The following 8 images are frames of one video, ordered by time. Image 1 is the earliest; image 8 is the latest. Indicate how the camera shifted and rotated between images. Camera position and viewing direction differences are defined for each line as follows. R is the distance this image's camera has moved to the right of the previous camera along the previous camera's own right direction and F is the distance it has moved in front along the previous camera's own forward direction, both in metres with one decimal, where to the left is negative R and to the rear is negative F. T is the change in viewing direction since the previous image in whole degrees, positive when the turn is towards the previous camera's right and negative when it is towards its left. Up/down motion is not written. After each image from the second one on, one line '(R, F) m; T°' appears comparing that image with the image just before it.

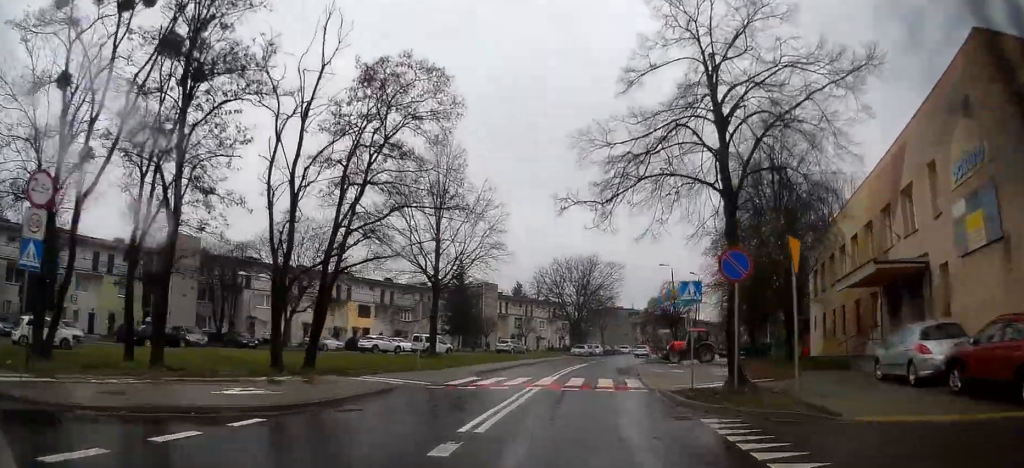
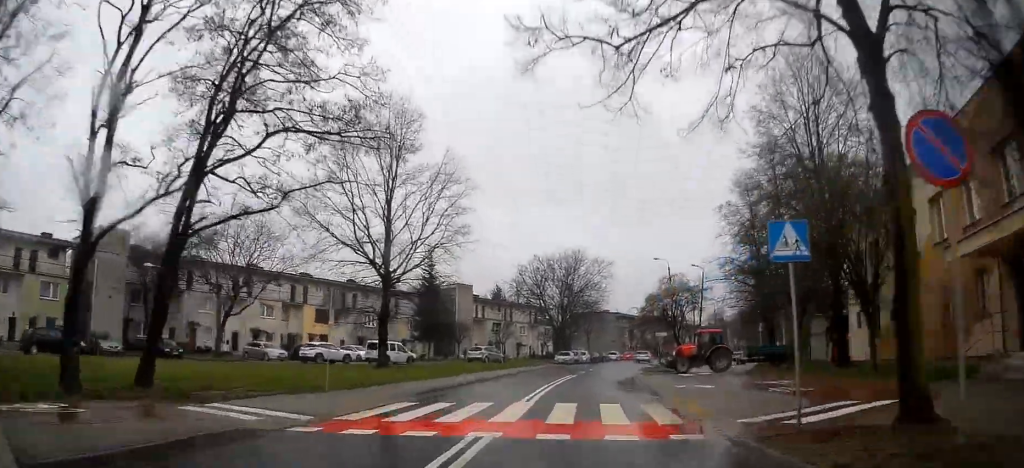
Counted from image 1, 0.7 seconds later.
(+0.1, +9.0) m; +1°
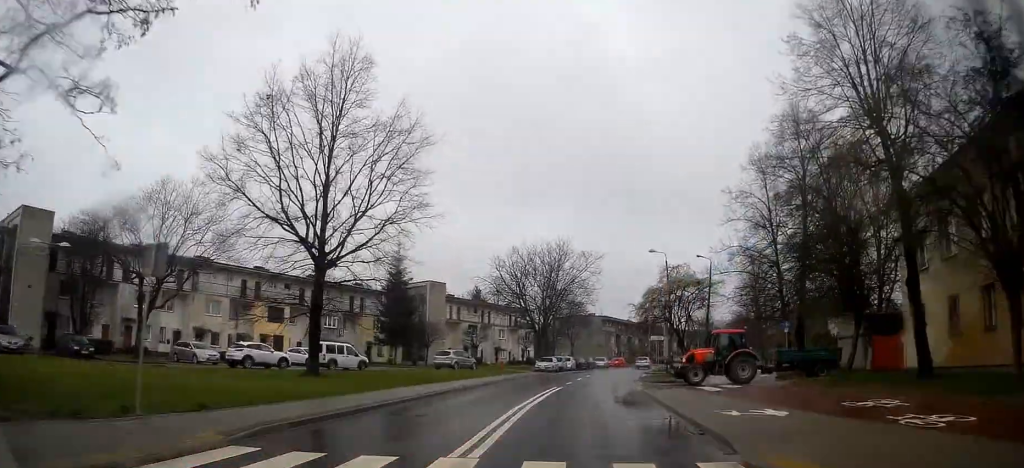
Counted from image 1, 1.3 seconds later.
(+0.1, +8.1) m; +2°
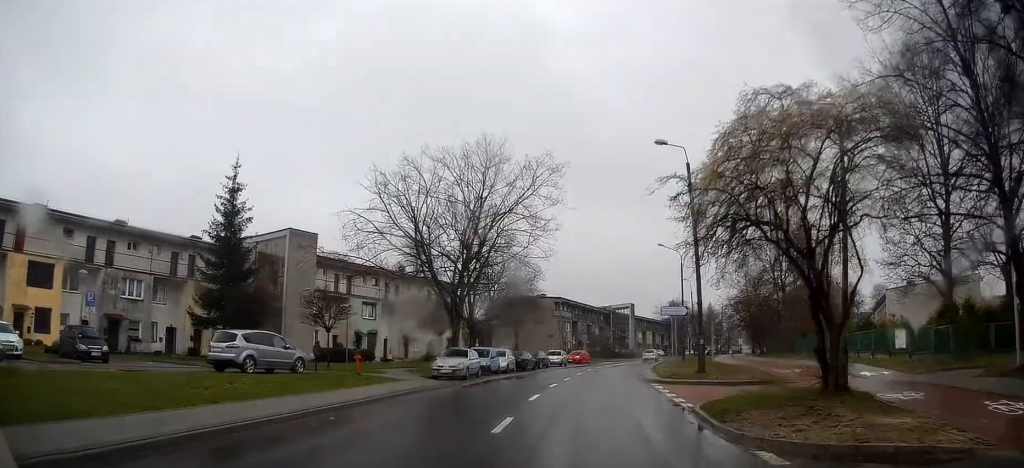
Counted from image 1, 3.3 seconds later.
(+1.2, +27.8) m; +5°
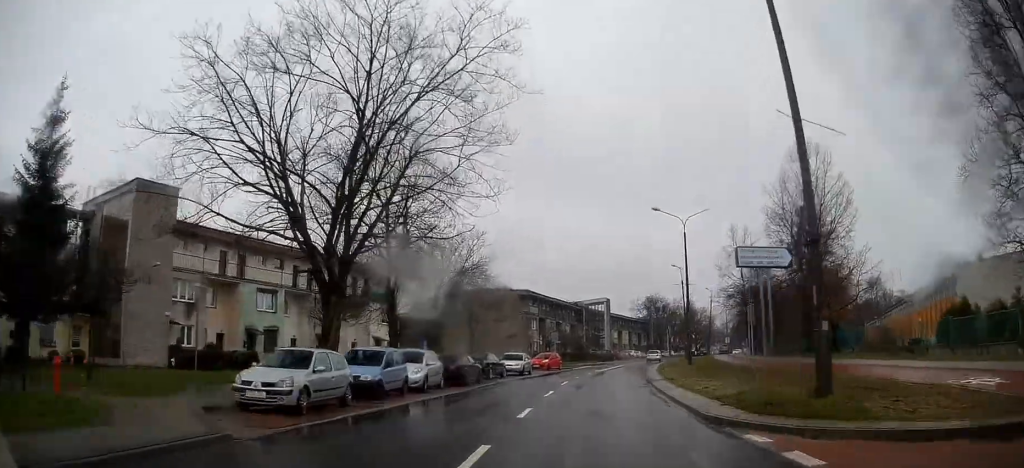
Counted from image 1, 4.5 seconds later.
(+0.5, +16.0) m; +3°
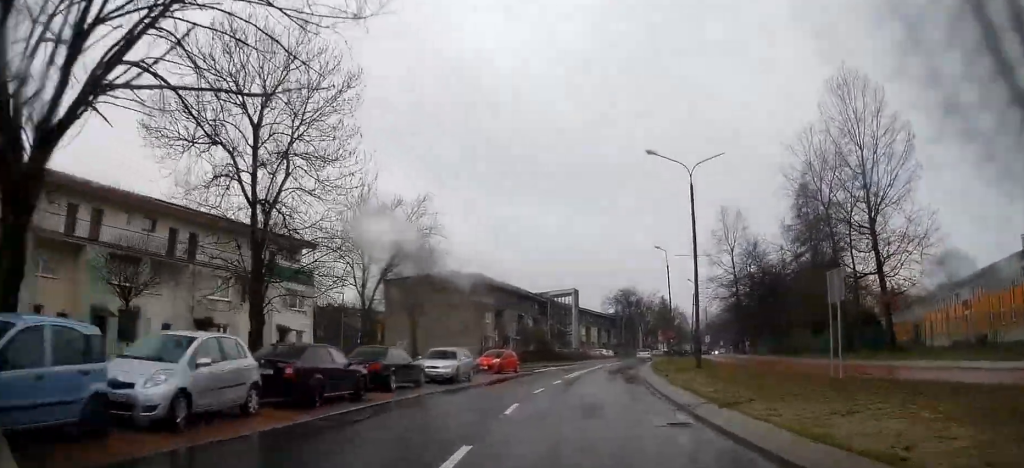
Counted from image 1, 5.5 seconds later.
(+0.3, +13.1) m; +3°
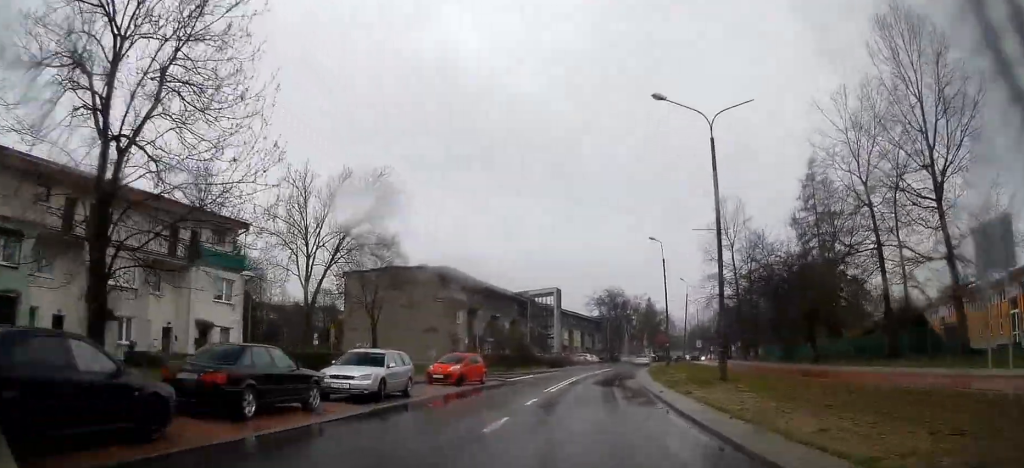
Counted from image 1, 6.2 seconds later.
(+0.2, +8.2) m; +2°
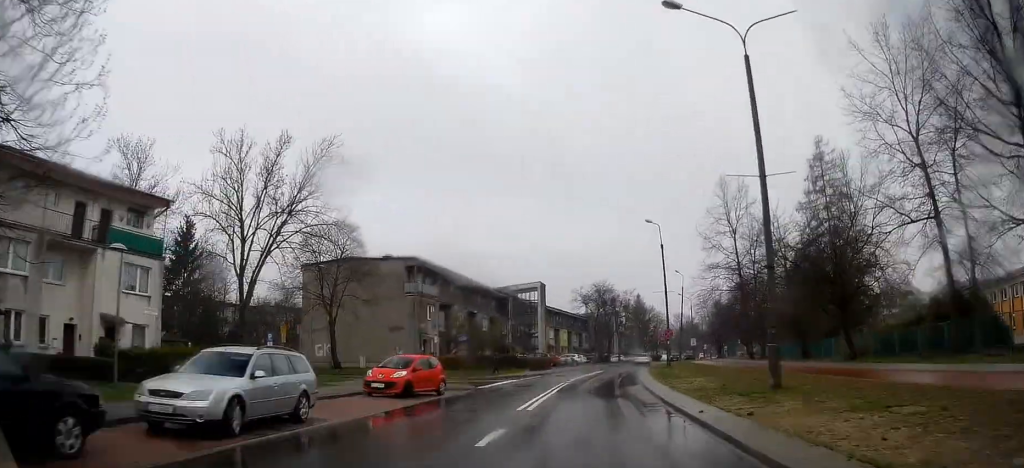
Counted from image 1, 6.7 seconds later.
(+0.1, +7.2) m; +2°
